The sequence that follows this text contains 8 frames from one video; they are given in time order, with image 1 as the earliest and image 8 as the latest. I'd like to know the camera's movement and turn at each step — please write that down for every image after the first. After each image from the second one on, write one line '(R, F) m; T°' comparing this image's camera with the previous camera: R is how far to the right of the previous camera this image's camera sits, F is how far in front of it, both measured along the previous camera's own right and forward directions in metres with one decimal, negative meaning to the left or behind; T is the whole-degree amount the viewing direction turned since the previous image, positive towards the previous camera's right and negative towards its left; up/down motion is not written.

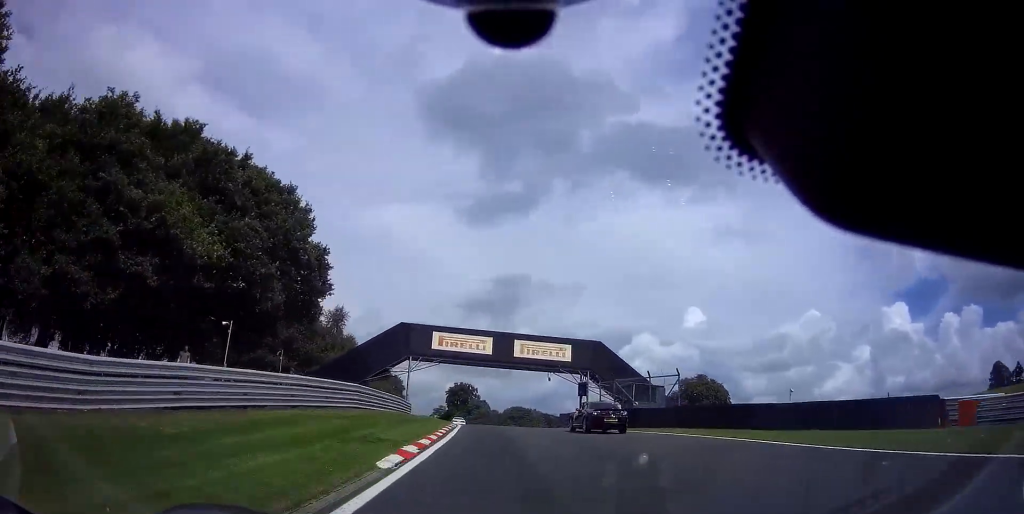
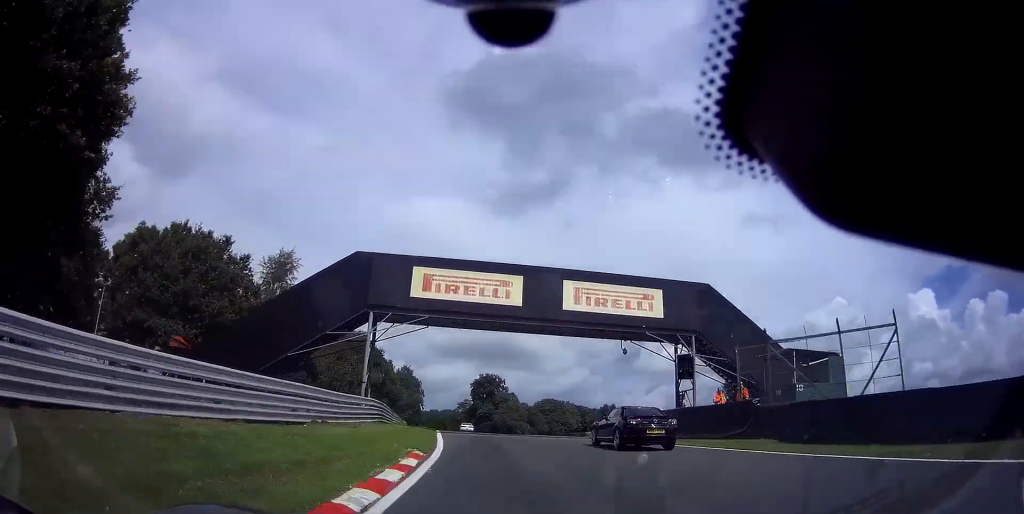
(-0.4, +20.7) m; -3°
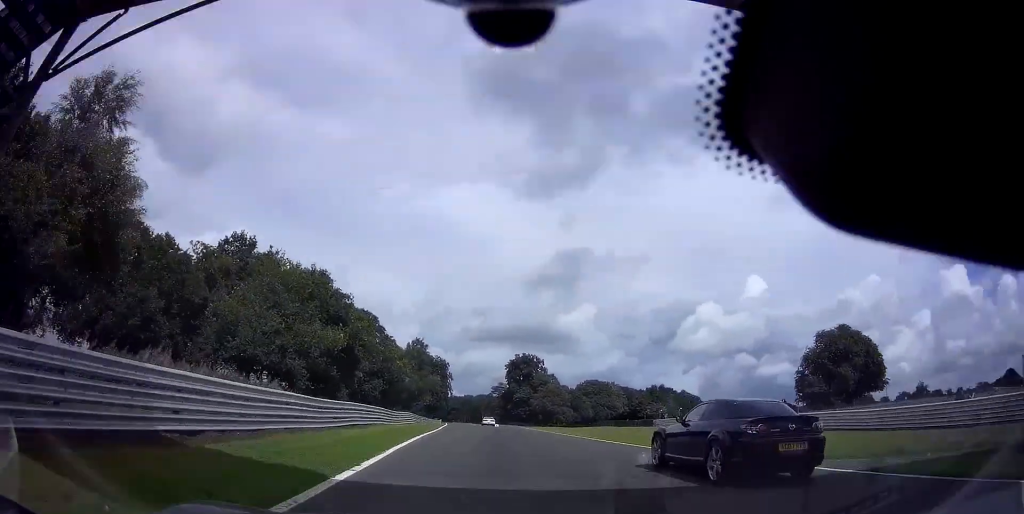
(-0.4, +22.0) m; -3°
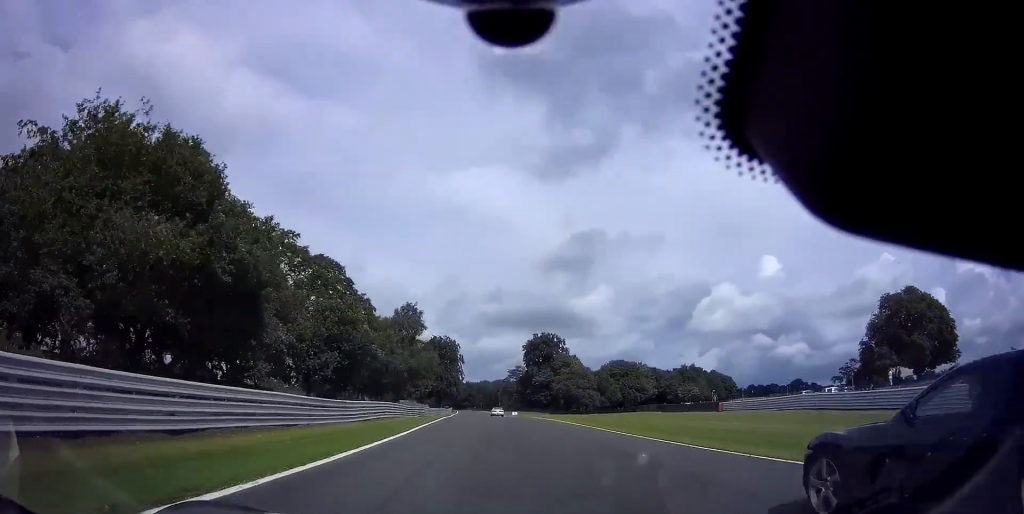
(-0.6, +17.9) m; -2°
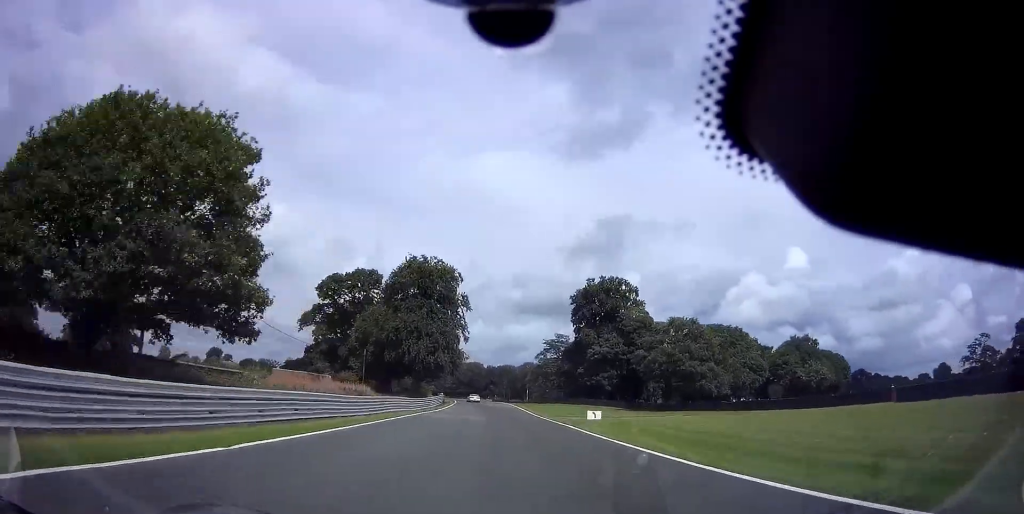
(-2.8, +67.2) m; -4°
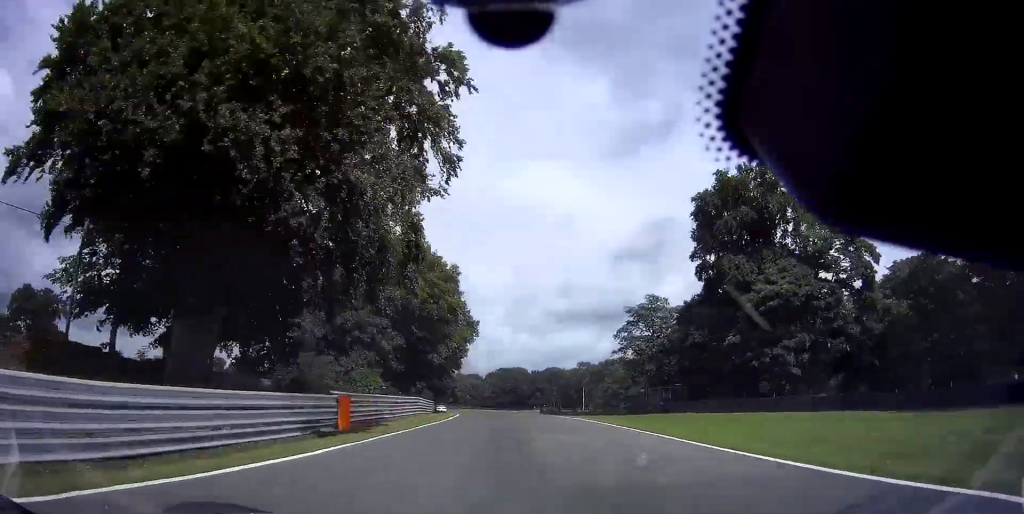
(-1.5, +55.2) m; -5°
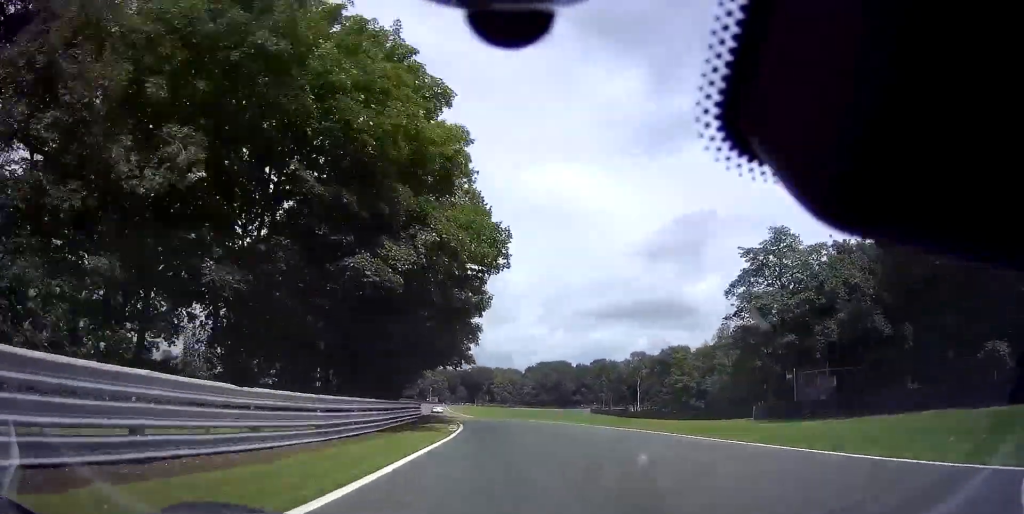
(-0.8, +29.4) m; -4°
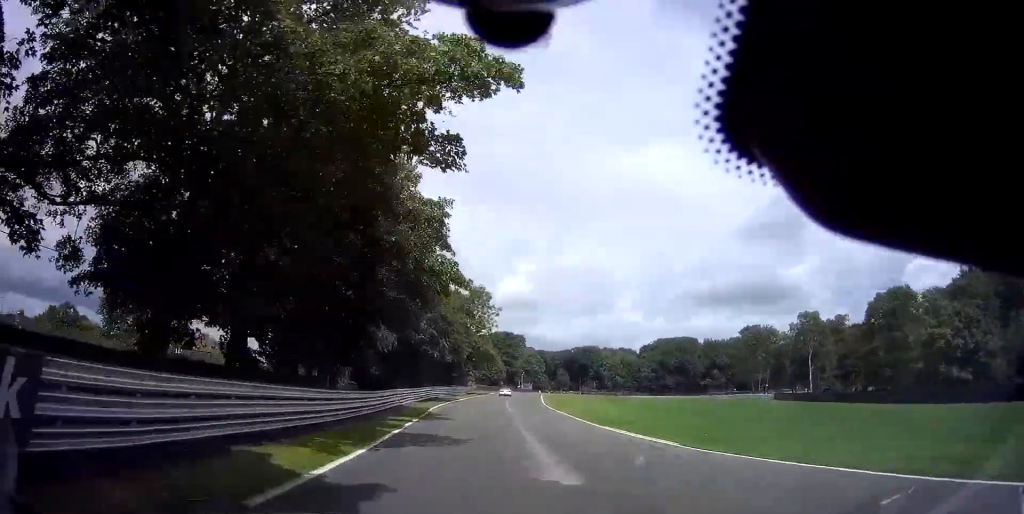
(-5.0, +56.9) m; -9°
